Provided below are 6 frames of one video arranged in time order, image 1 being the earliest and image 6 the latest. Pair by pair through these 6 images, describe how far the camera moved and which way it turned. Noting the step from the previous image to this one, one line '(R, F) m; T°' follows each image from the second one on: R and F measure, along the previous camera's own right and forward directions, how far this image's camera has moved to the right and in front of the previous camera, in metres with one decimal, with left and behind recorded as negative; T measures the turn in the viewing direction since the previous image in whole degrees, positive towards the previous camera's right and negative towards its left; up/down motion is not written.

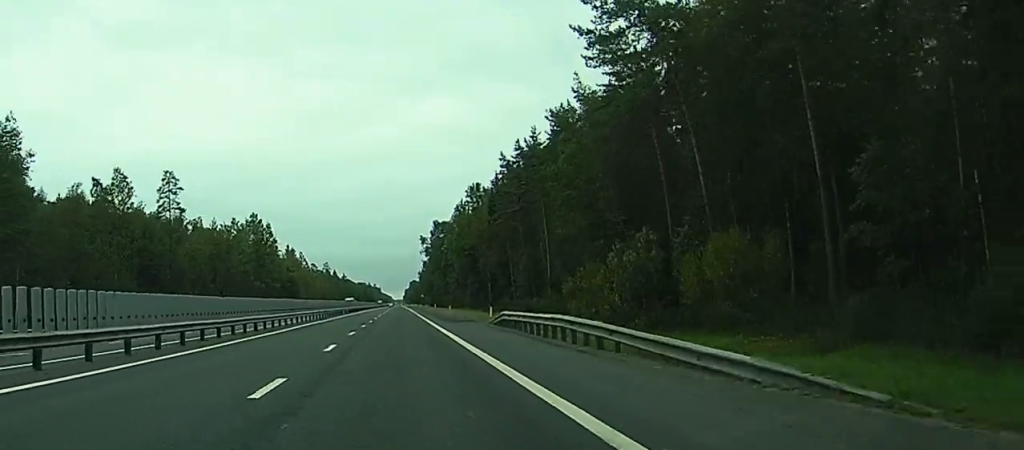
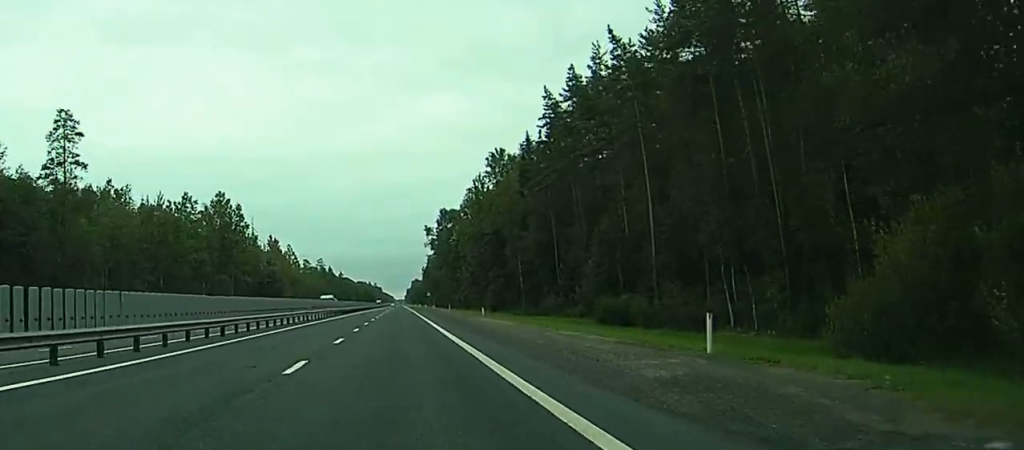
(+0.1, +43.8) m; 0°
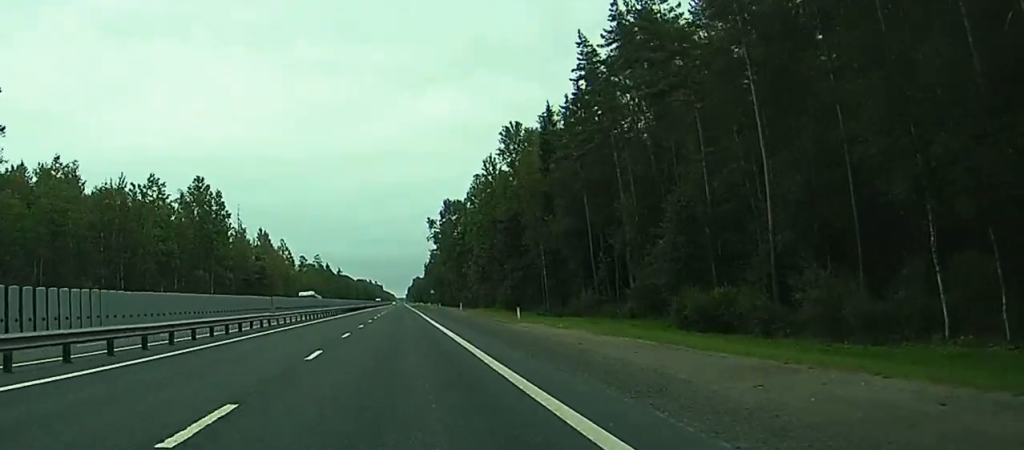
(0.0, +20.0) m; 0°
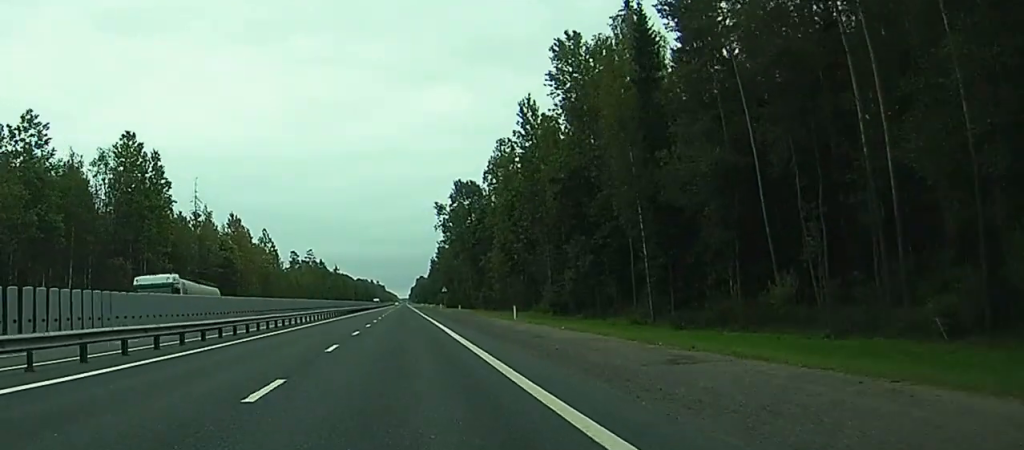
(-0.2, +42.5) m; -1°
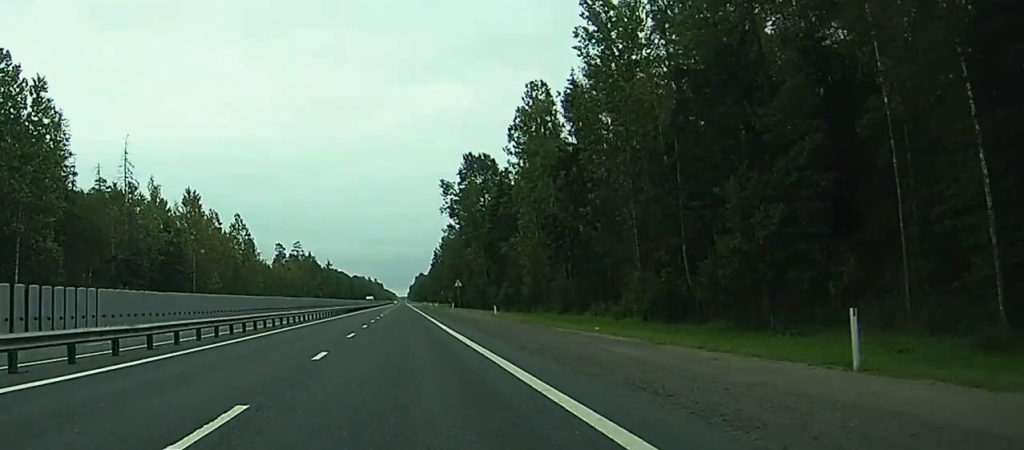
(-0.1, +37.2) m; 0°
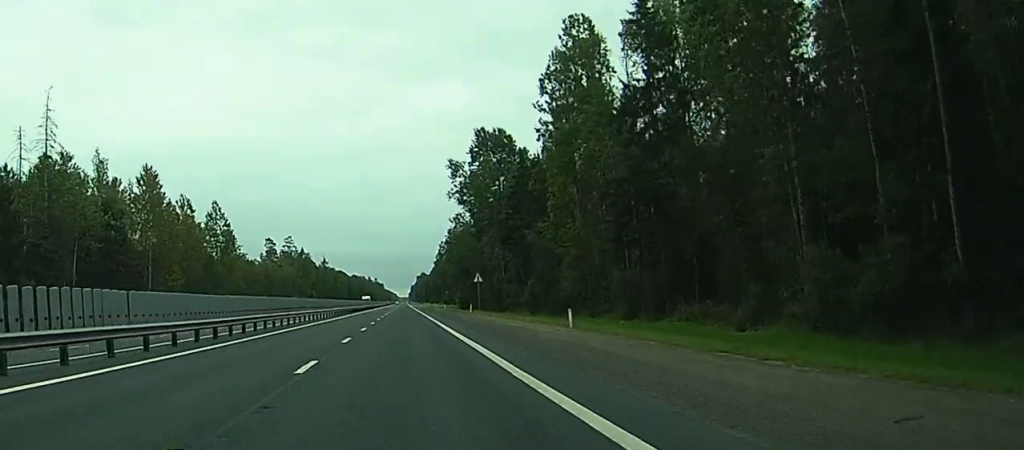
(0.0, +26.4) m; 0°
